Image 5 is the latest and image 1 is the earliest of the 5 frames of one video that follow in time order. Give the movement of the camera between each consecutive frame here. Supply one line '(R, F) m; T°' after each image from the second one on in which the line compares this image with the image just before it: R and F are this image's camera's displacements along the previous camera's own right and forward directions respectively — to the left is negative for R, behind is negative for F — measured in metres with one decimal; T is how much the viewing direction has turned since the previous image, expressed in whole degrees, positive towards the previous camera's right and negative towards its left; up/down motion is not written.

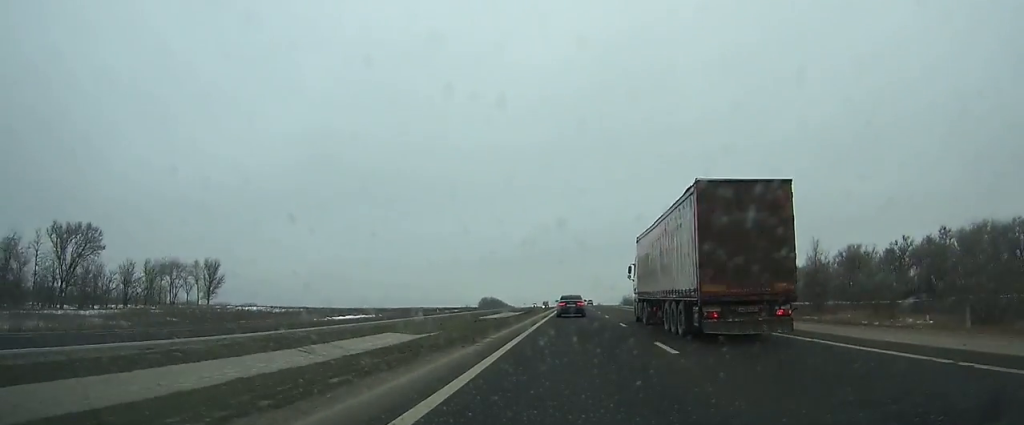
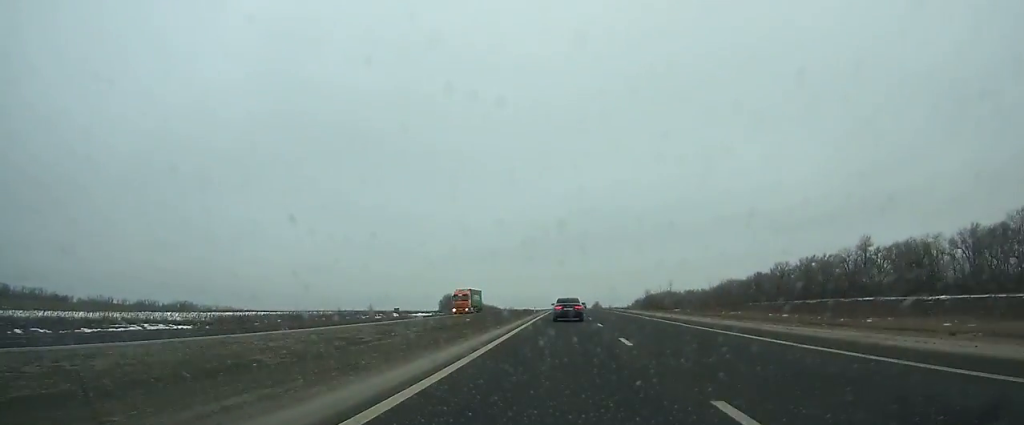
(+0.4, +132.3) m; +1°
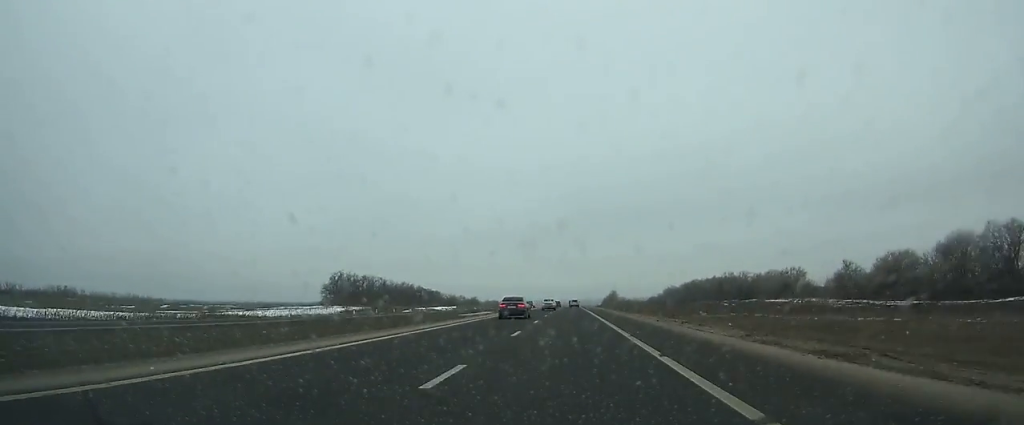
(+0.2, +205.2) m; 0°
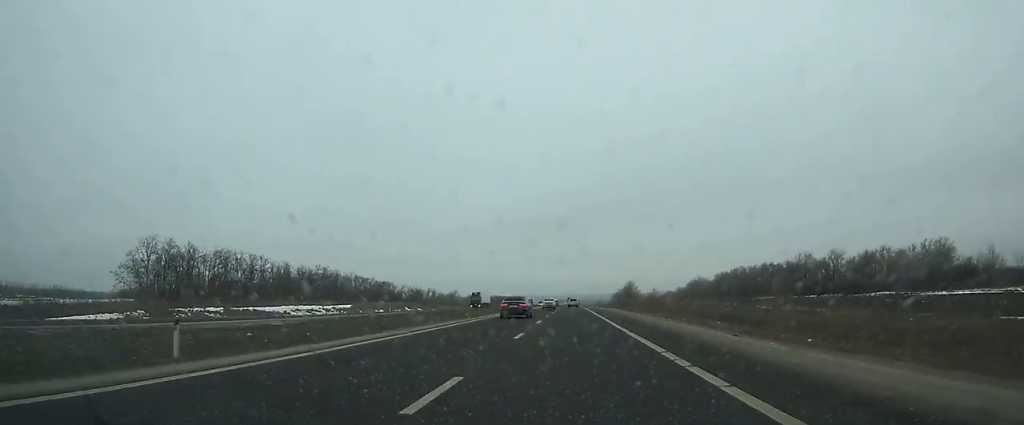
(-0.3, +99.5) m; 0°
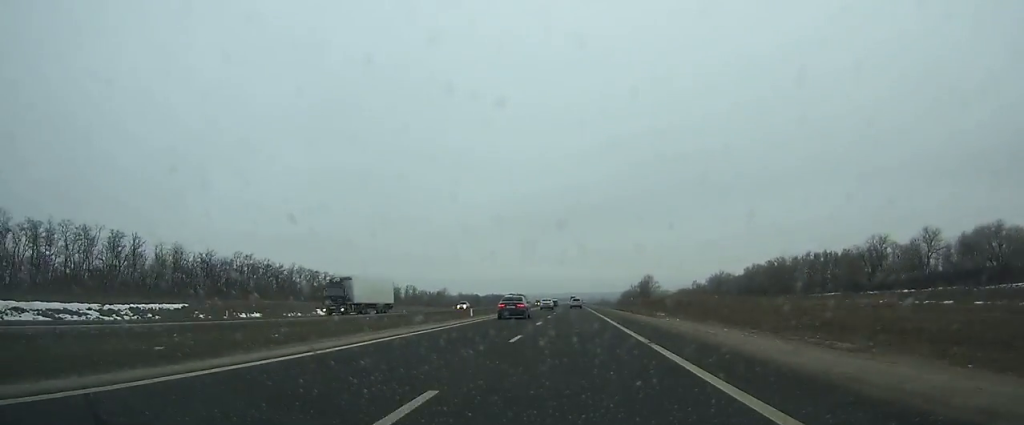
(0.0, +46.7) m; 0°
